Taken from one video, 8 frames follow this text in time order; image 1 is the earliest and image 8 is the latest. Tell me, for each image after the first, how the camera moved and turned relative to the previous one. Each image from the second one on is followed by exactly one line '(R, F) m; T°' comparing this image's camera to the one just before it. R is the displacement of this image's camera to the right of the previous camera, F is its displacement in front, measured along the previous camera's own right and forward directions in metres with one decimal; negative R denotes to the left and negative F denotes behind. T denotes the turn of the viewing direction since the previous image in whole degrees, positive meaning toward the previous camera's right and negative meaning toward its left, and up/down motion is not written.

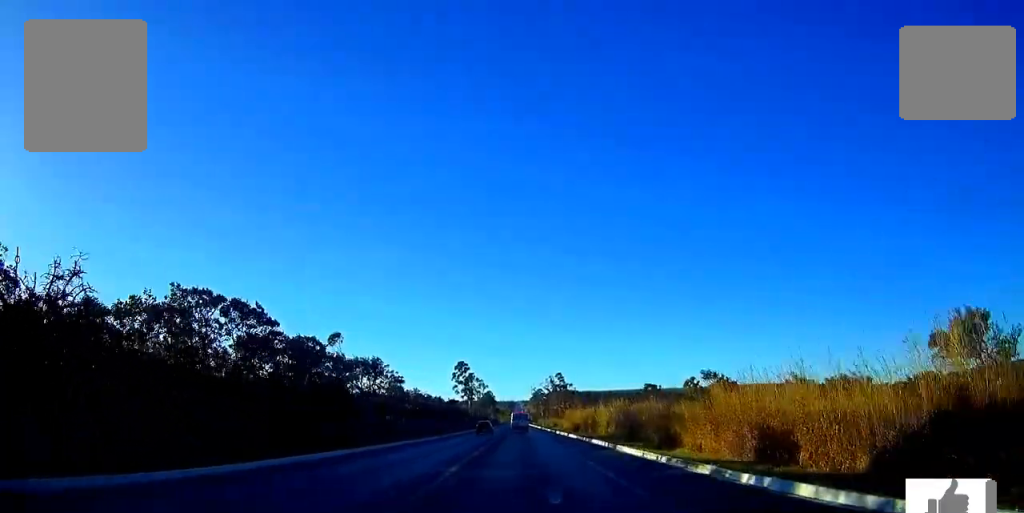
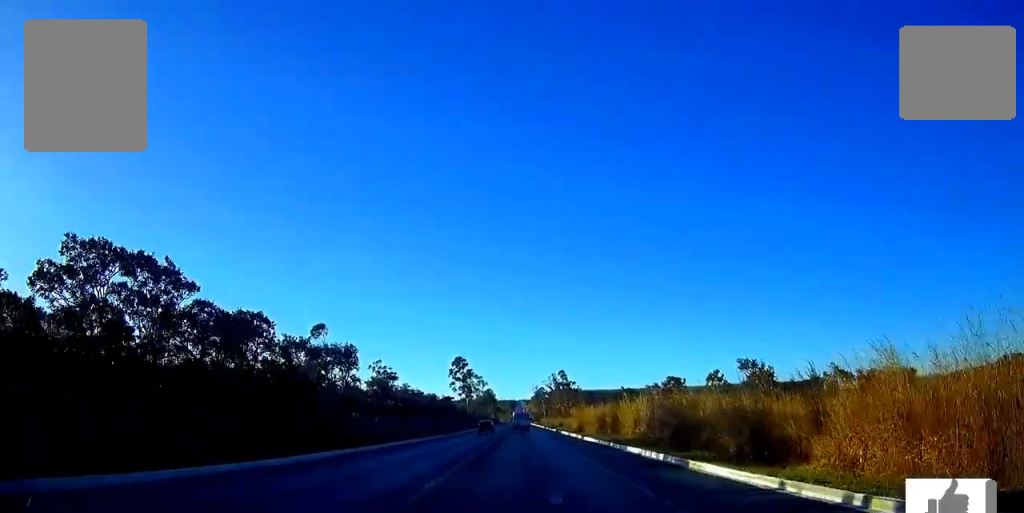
(0.0, +13.2) m; 0°
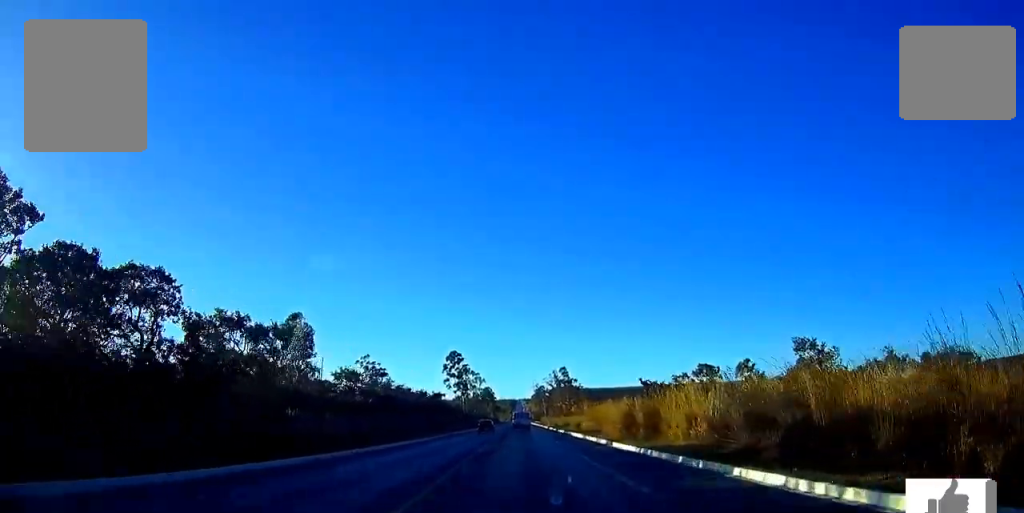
(0.0, +14.2) m; 0°
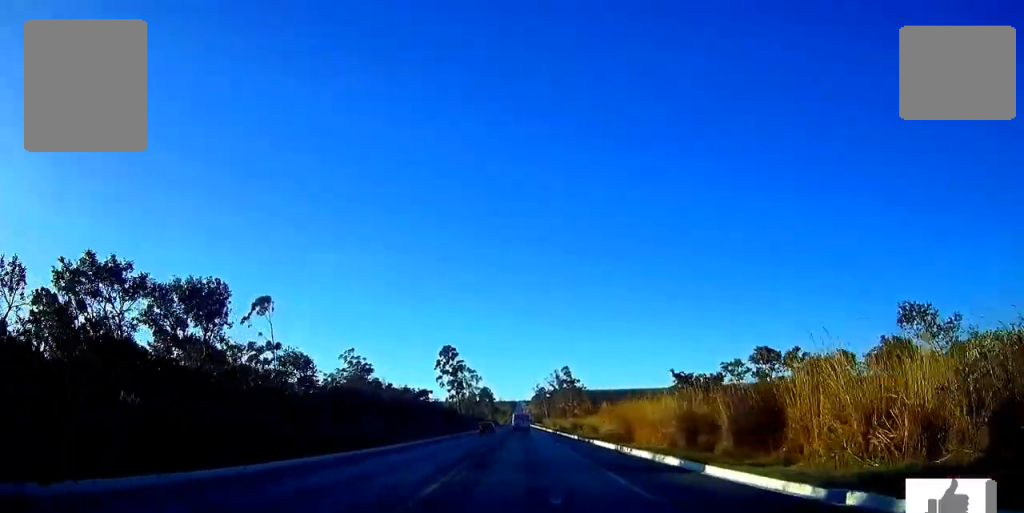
(0.0, +16.4) m; 0°
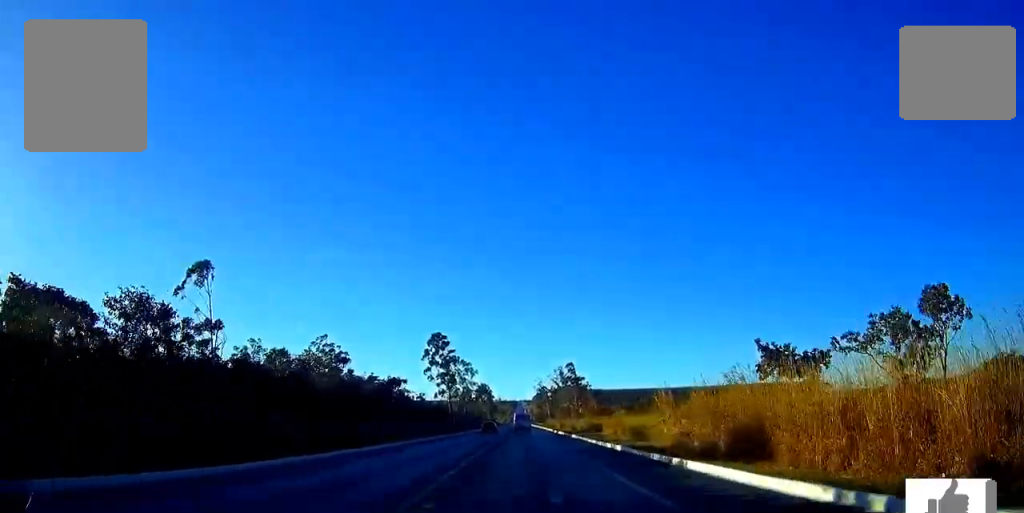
(-0.1, +22.6) m; 0°
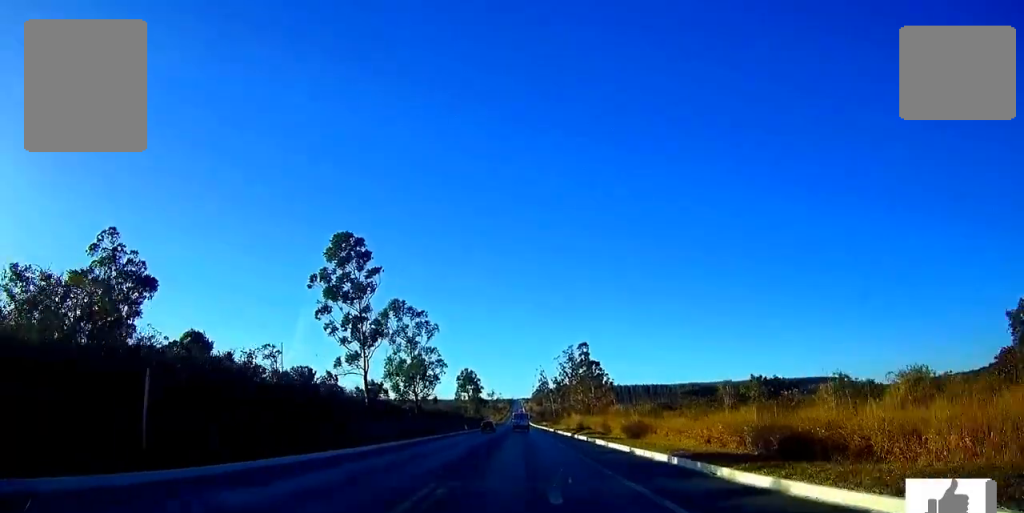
(+0.3, +73.9) m; 0°
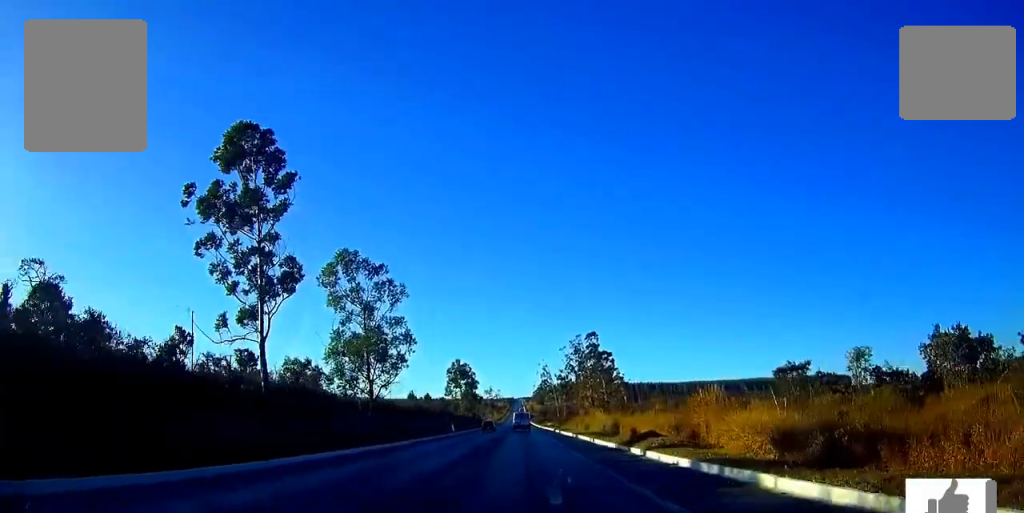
(0.0, +27.0) m; 0°
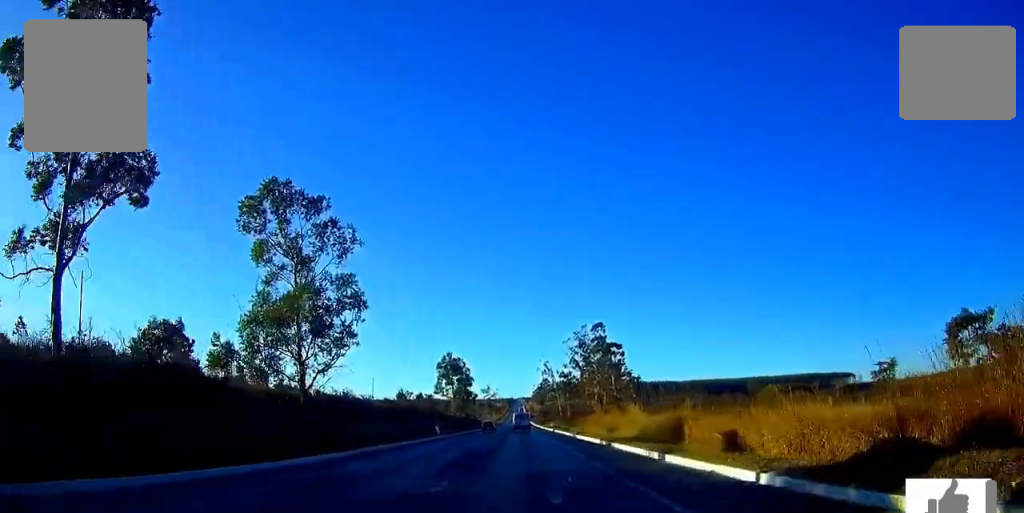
(-0.1, +19.6) m; 0°
